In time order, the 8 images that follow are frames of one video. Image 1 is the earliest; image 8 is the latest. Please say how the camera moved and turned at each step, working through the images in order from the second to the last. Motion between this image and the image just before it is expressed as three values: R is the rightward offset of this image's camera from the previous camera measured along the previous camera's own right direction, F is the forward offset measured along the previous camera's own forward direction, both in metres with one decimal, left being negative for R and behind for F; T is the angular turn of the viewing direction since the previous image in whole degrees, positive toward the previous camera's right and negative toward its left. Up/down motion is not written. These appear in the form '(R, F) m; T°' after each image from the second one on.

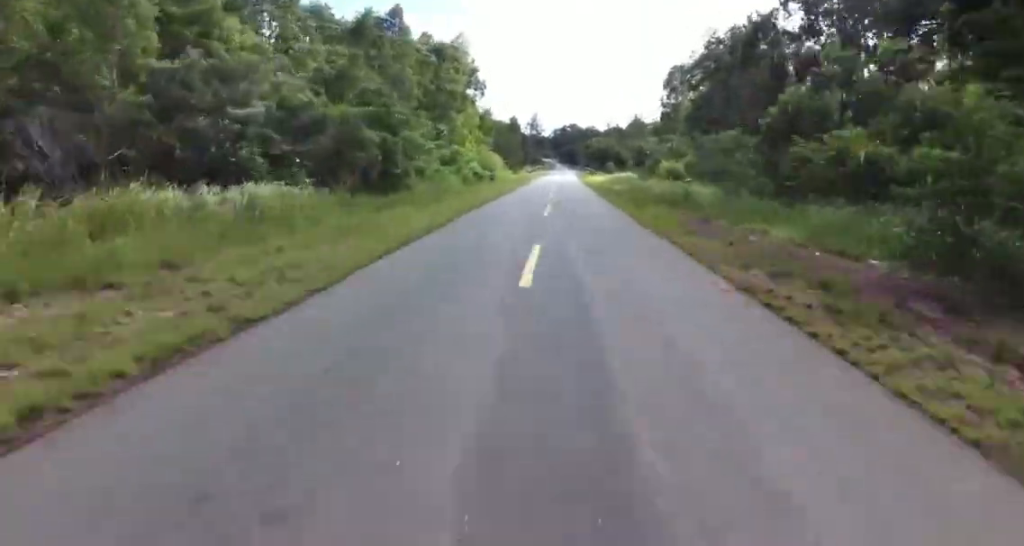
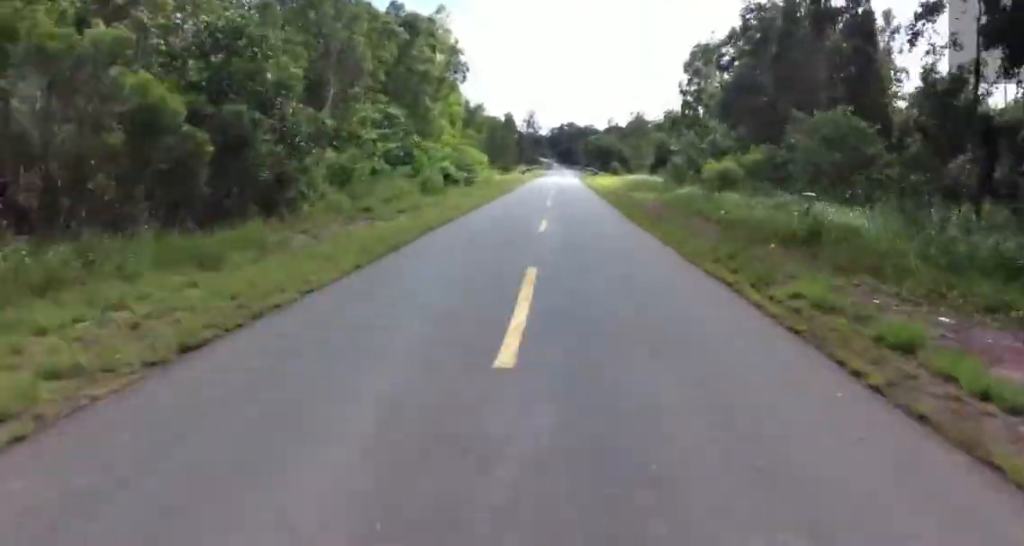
(0.0, +13.1) m; 0°
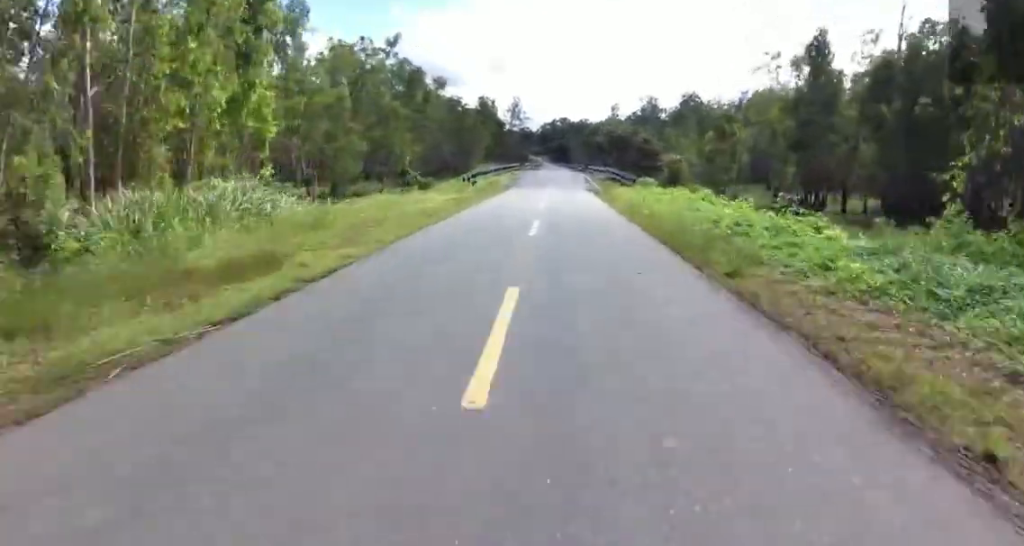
(+0.4, +54.2) m; +2°
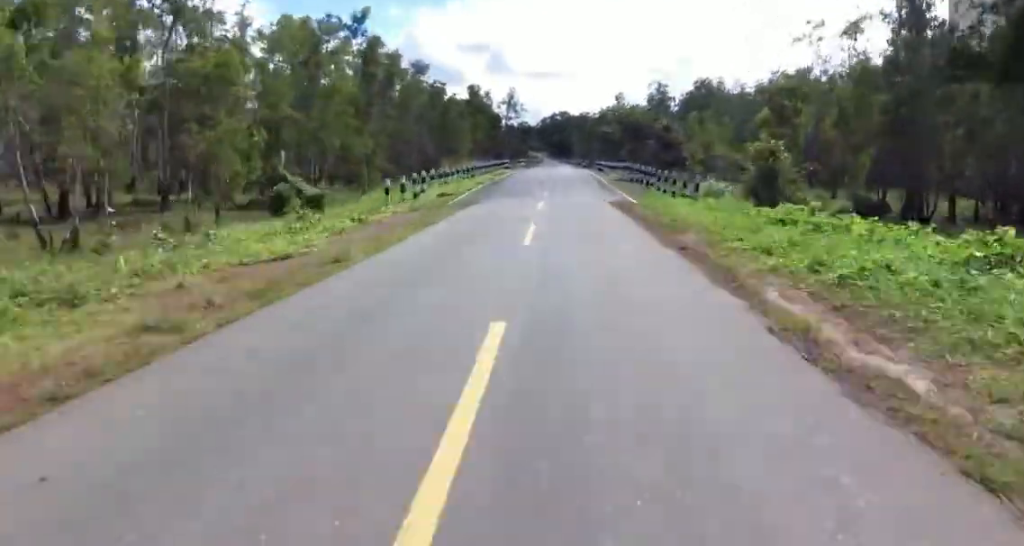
(+0.5, +18.3) m; +1°
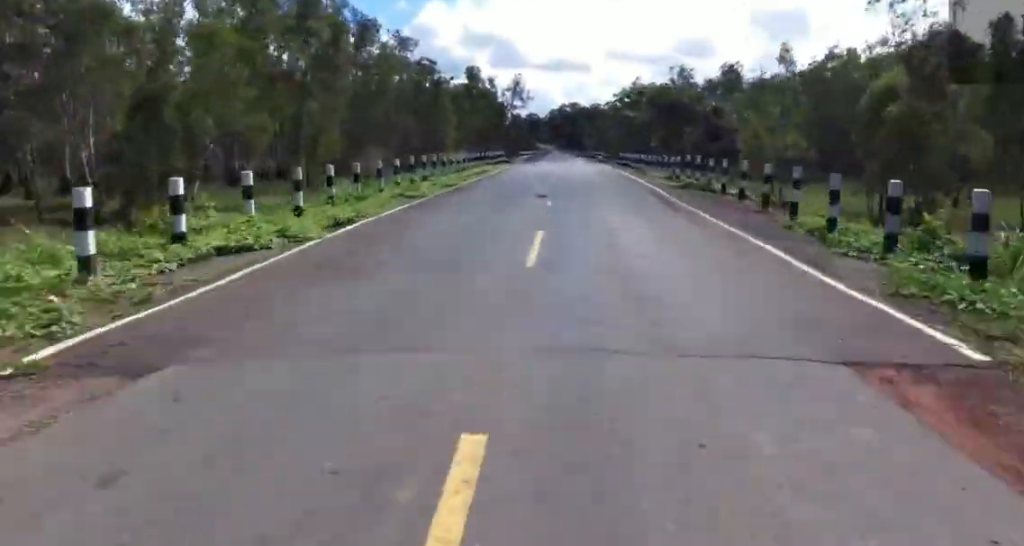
(0.0, +19.2) m; -1°
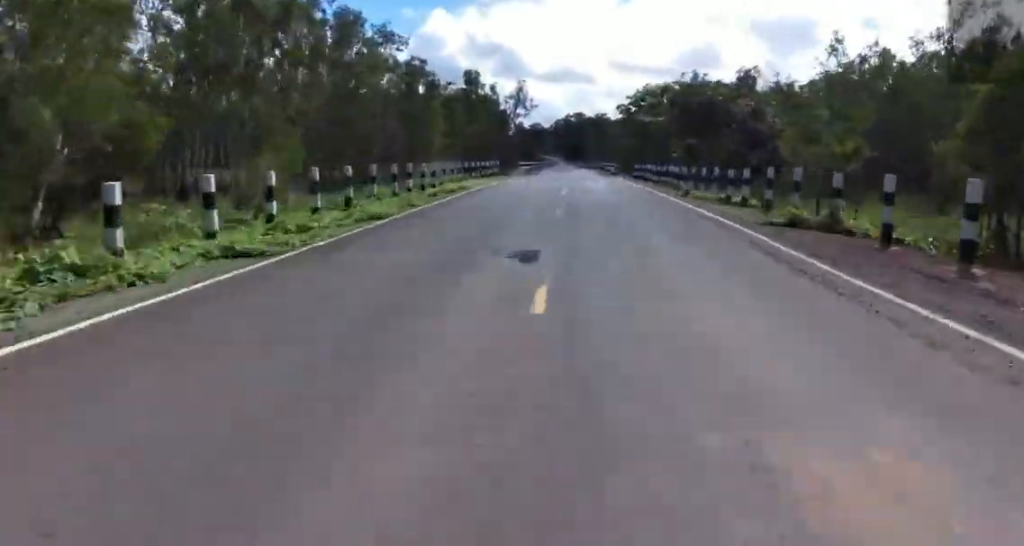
(-0.1, +10.2) m; -1°
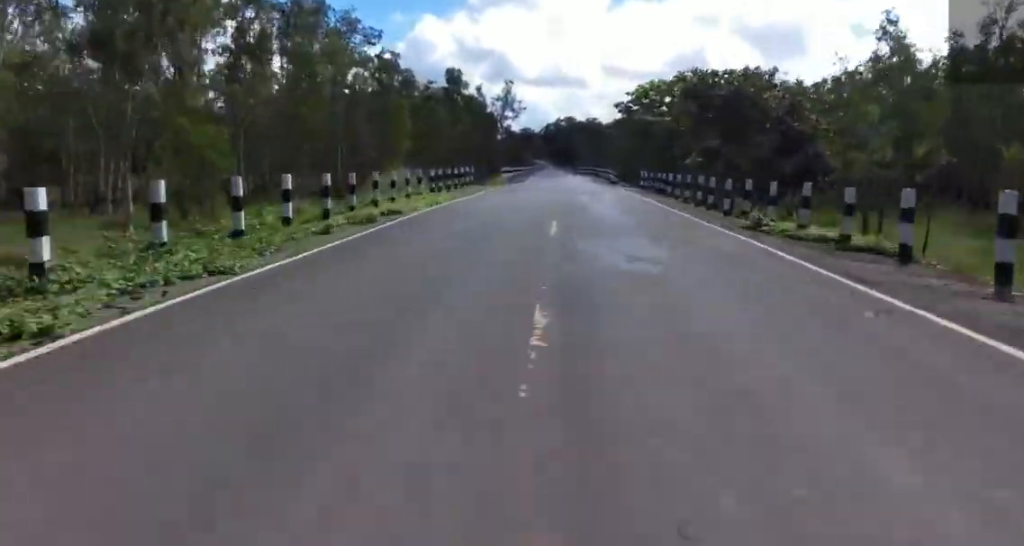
(-0.2, +9.9) m; -1°
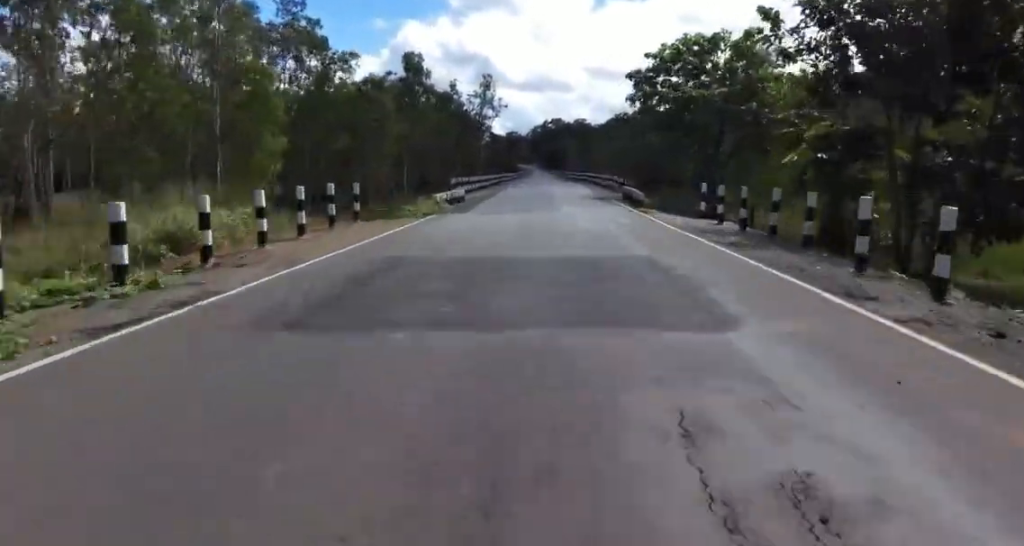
(-0.2, +23.0) m; 0°
